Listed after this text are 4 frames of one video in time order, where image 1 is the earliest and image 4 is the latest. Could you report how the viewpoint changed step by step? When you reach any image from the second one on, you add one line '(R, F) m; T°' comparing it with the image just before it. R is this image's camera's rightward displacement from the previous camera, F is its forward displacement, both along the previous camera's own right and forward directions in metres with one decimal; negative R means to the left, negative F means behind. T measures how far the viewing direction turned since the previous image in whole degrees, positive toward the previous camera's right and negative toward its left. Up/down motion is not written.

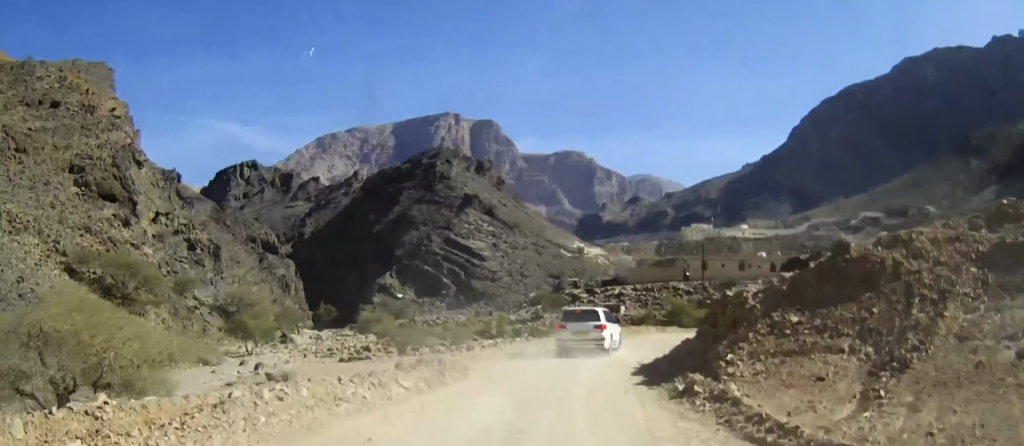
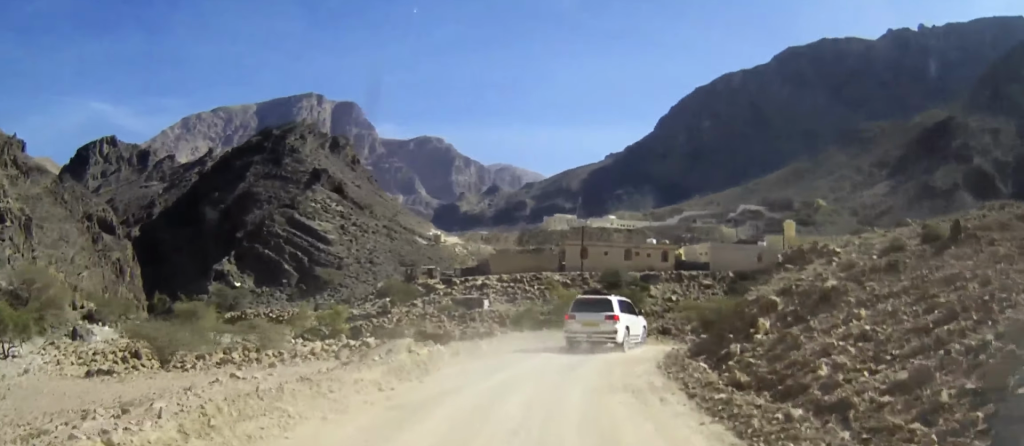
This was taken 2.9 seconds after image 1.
(+1.6, +19.4) m; +11°
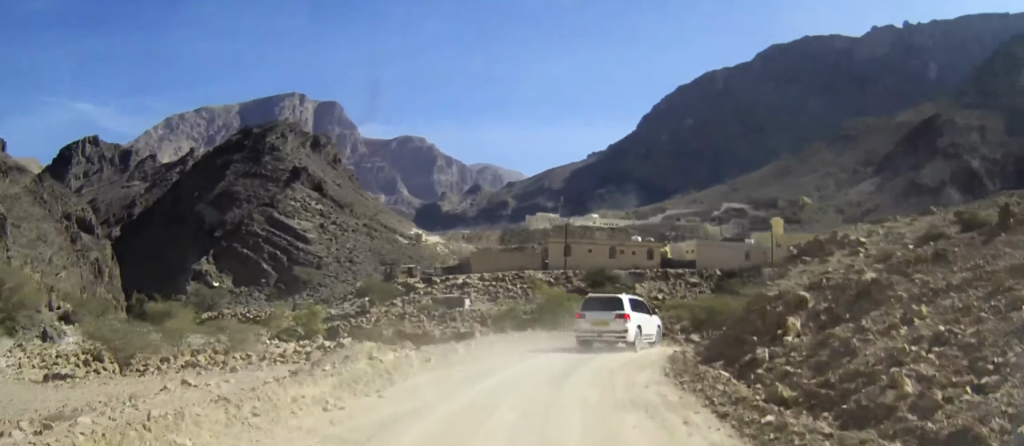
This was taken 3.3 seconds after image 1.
(0.0, +2.8) m; +1°
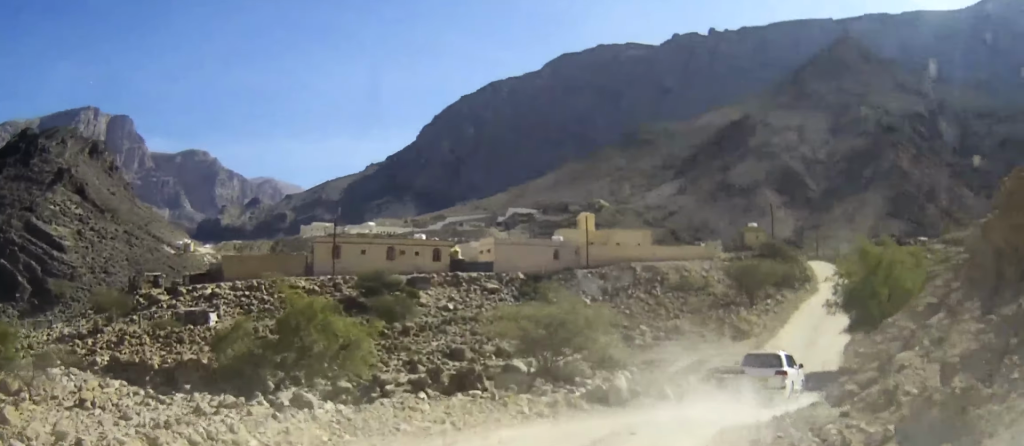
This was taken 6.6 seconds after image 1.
(+2.8, +21.0) m; +19°
